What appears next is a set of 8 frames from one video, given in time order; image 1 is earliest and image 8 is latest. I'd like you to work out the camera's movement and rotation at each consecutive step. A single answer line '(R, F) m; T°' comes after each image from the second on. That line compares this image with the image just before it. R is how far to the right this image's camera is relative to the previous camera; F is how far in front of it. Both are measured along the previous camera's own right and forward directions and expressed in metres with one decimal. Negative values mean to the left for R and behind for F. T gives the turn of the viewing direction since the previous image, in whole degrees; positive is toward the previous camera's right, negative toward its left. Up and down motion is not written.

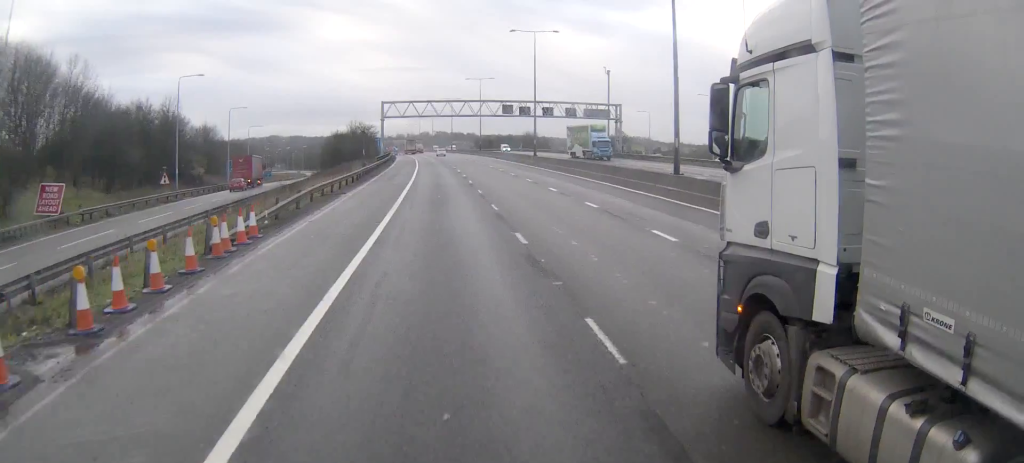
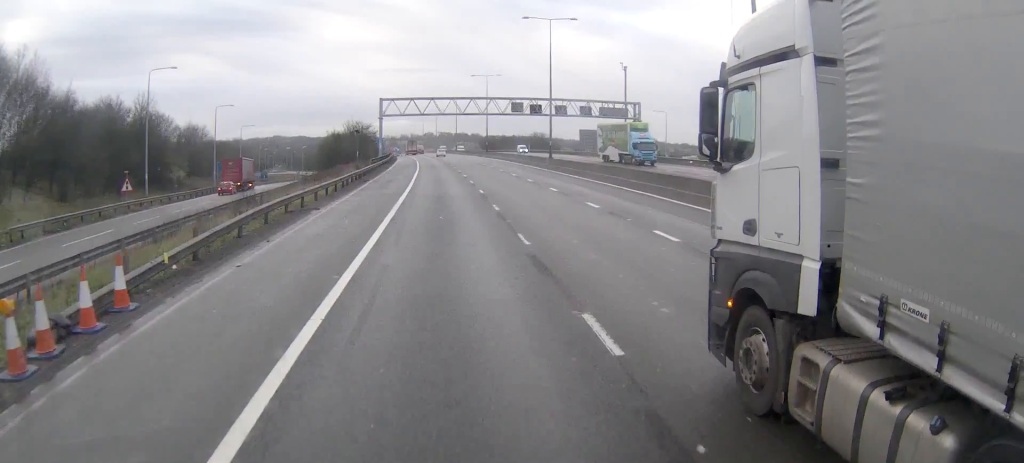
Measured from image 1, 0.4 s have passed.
(0.0, +8.9) m; 0°
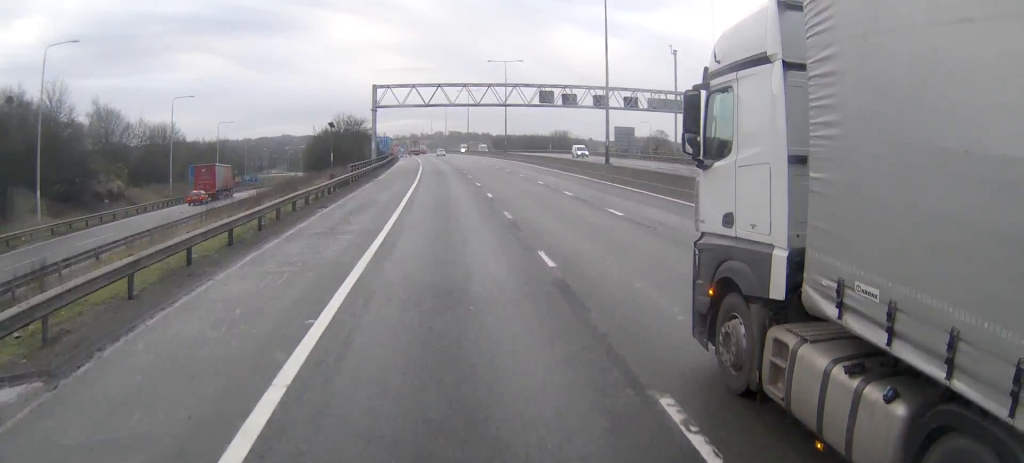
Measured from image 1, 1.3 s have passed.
(-0.1, +20.7) m; 0°
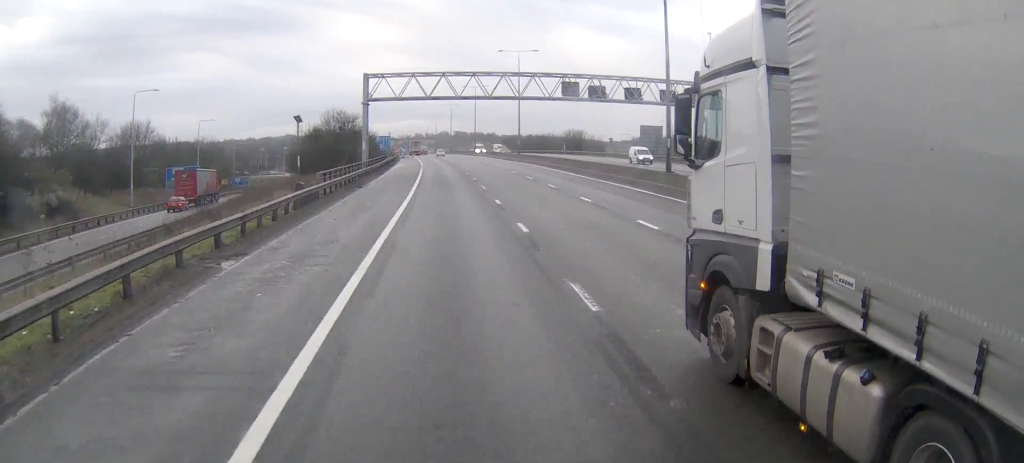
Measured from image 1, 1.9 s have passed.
(0.0, +12.6) m; 0°
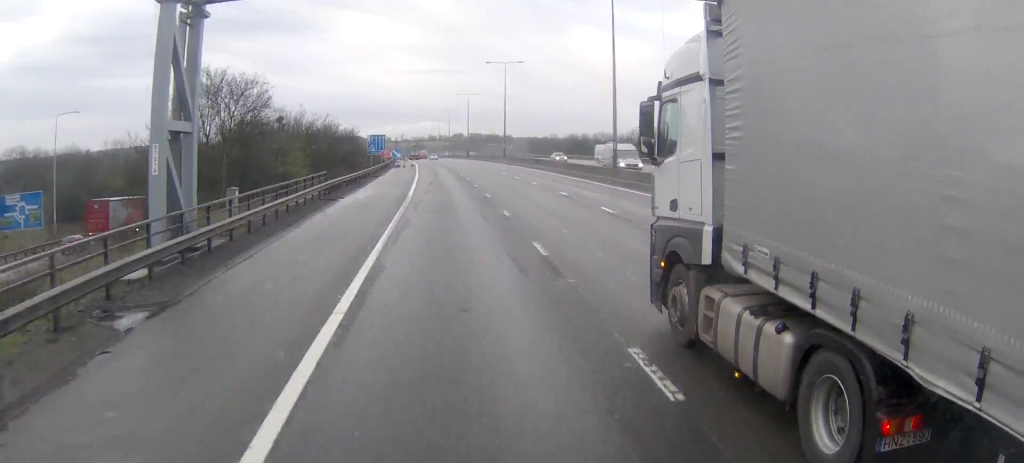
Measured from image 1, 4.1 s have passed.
(-0.7, +48.3) m; -1°
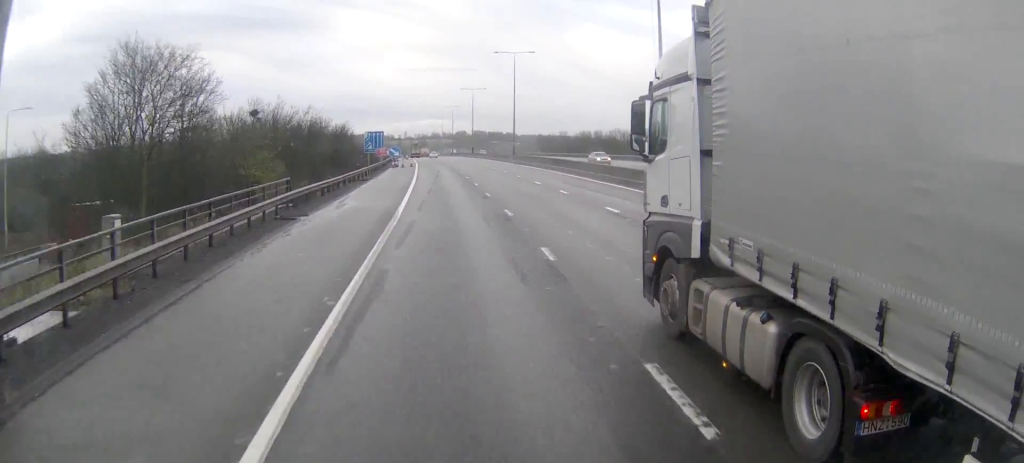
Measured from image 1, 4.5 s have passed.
(0.0, +9.7) m; 0°
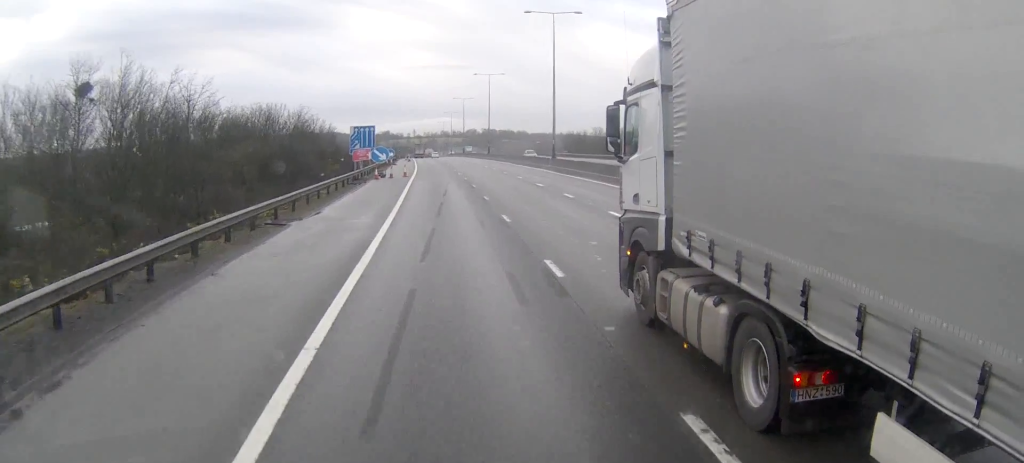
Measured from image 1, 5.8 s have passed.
(-0.2, +28.4) m; -1°
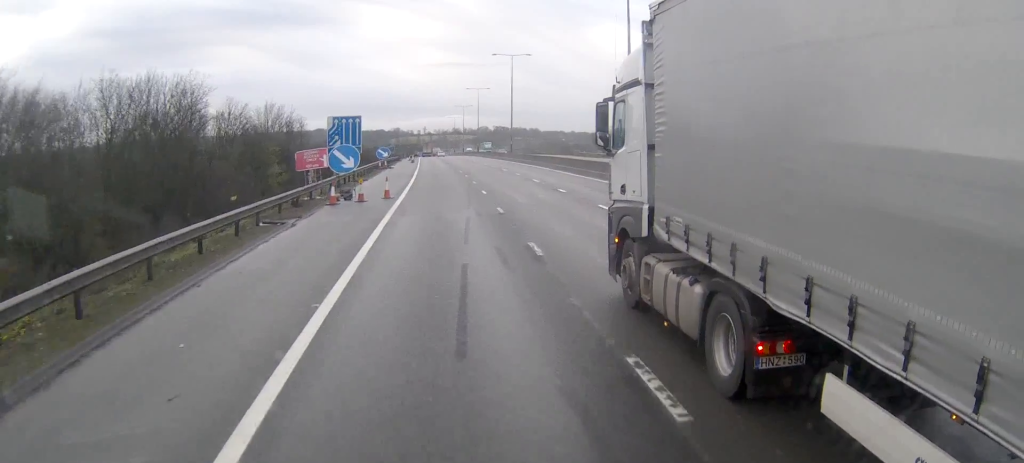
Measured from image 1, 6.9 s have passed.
(-0.2, +24.8) m; -1°
